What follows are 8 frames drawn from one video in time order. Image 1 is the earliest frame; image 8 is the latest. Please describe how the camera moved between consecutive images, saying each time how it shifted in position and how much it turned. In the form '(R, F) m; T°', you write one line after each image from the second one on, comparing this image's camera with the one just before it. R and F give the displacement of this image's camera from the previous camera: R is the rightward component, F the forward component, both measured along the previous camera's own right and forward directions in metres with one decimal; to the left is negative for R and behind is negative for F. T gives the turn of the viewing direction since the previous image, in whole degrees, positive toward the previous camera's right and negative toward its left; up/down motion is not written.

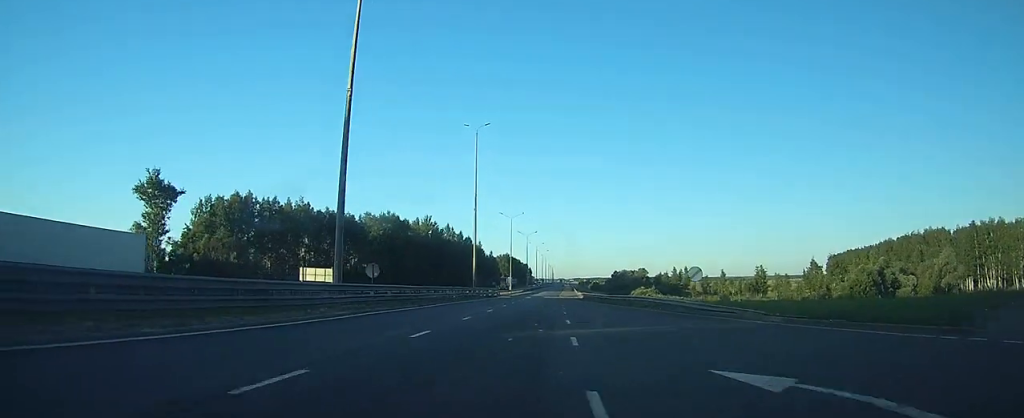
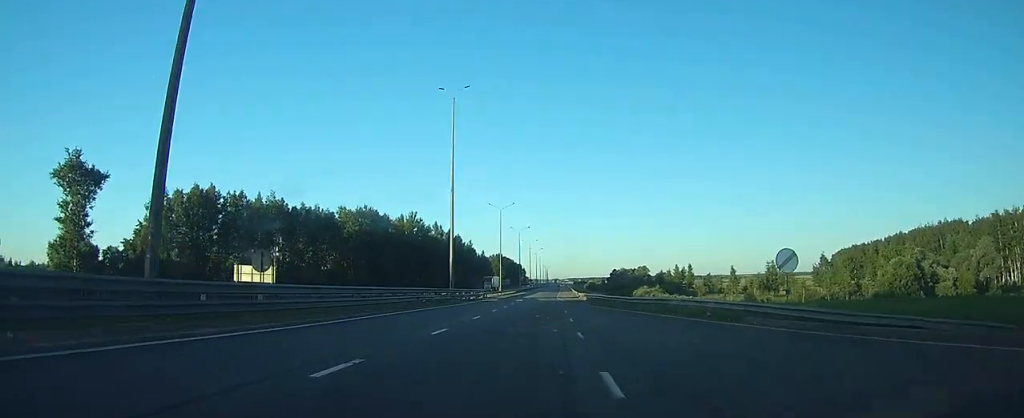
(+0.1, +14.6) m; 0°
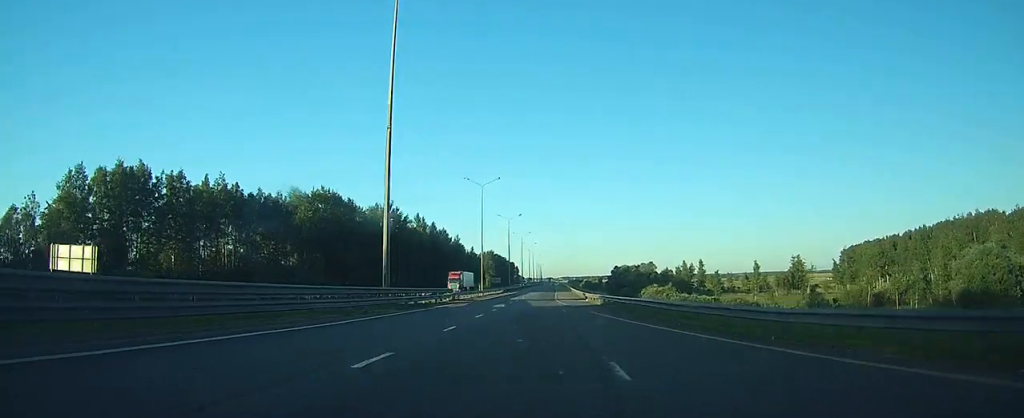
(0.0, +23.5) m; +1°
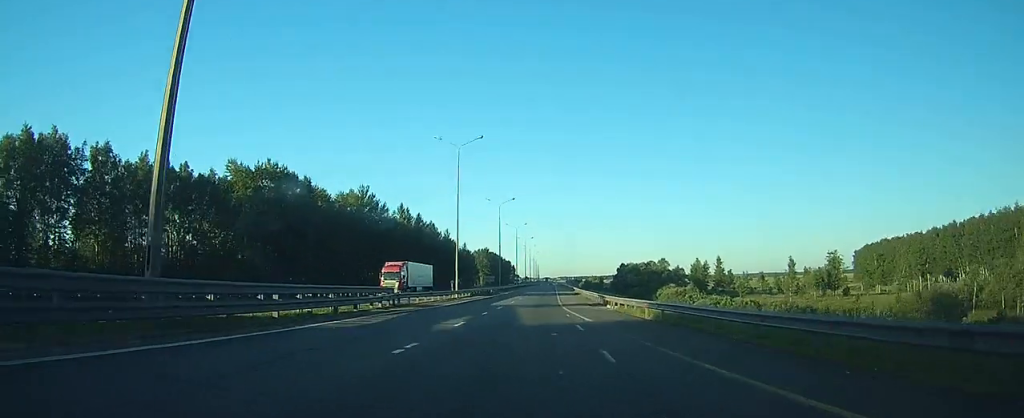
(+0.1, +22.5) m; +1°
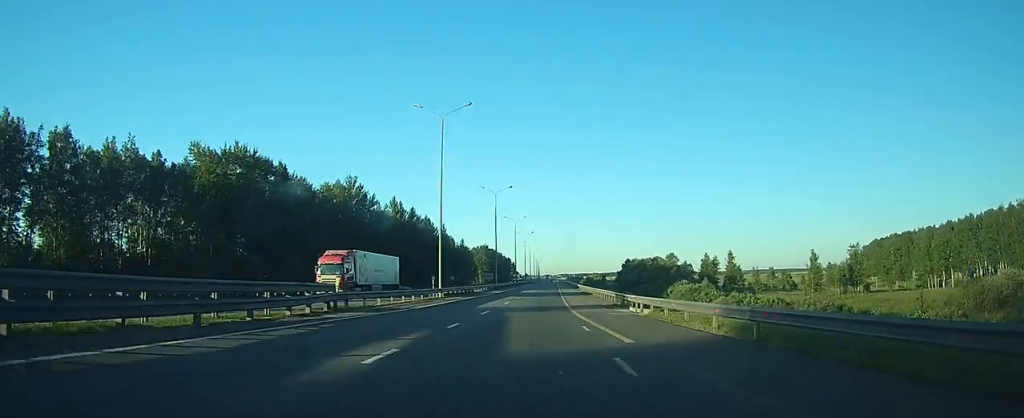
(+0.1, +10.3) m; 0°
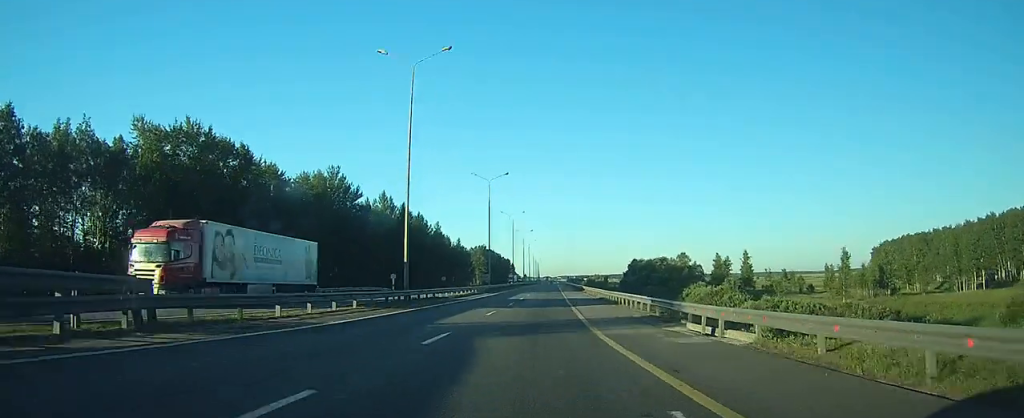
(+0.2, +12.6) m; 0°
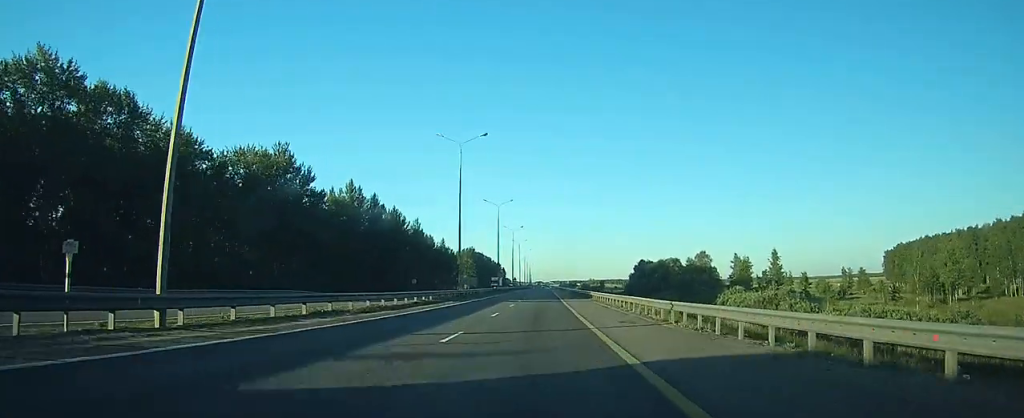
(-0.2, +23.8) m; -1°
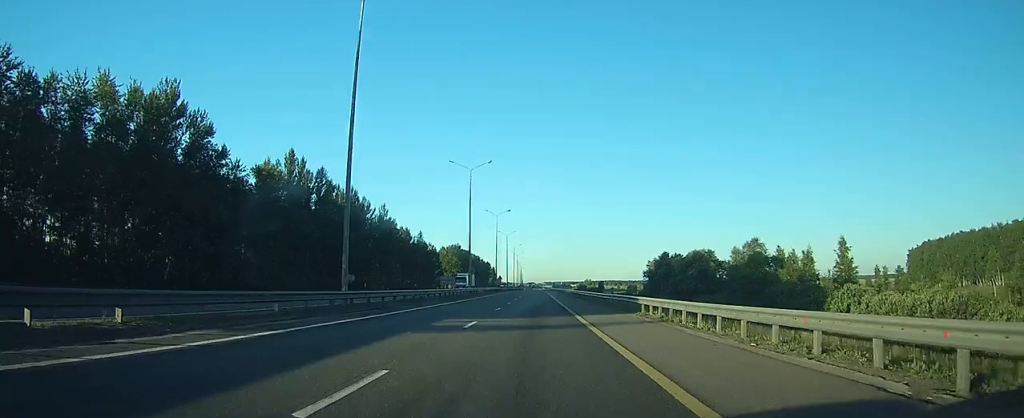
(0.0, +33.0) m; +1°
